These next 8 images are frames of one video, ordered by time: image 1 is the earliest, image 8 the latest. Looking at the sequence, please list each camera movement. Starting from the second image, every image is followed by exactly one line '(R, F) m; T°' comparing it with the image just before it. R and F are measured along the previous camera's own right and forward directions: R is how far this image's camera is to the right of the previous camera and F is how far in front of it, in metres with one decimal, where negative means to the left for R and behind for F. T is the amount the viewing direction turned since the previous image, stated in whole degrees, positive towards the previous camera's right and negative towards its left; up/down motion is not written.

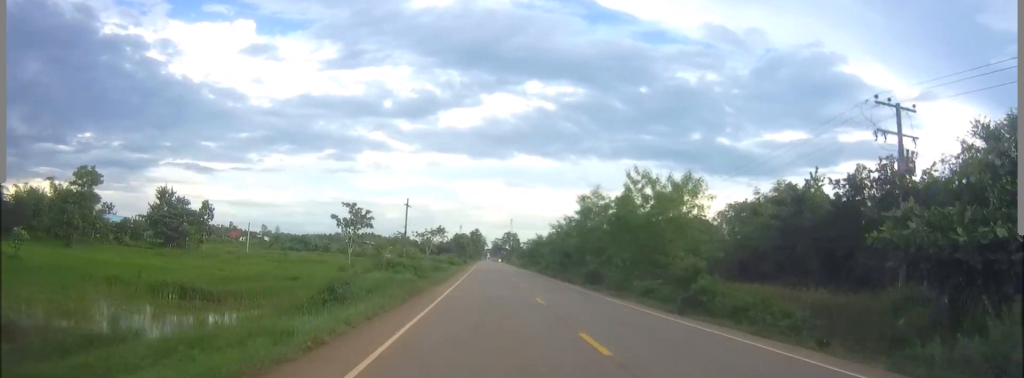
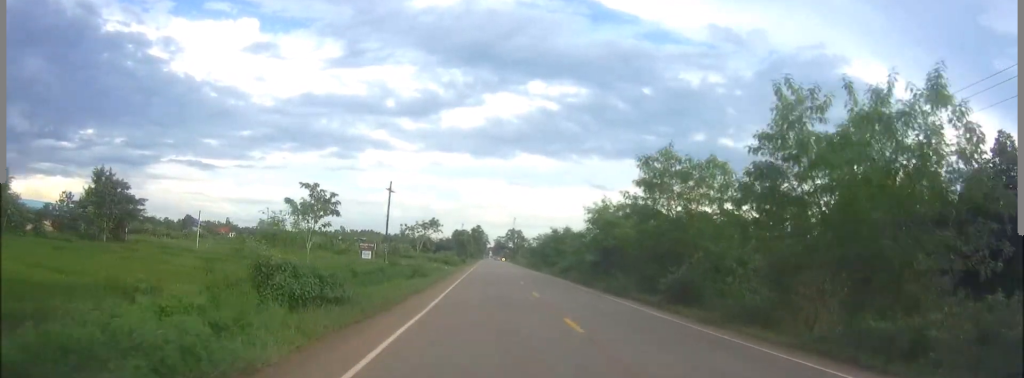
(0.0, +21.4) m; 0°
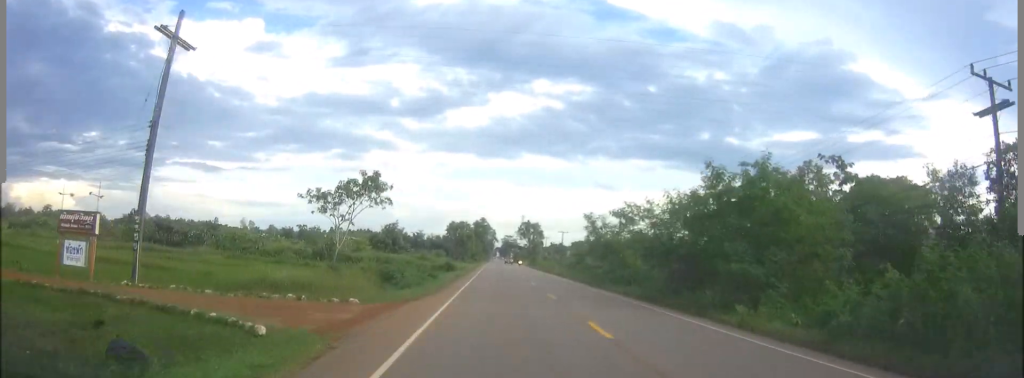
(-0.6, +62.6) m; -1°
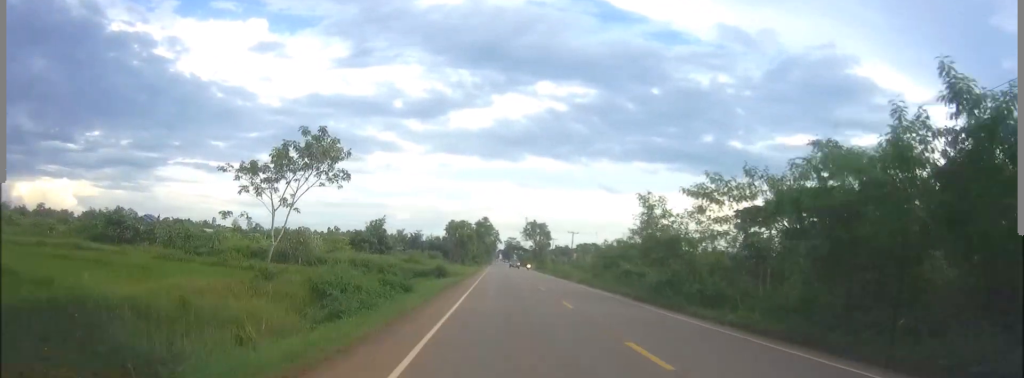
(0.0, +15.3) m; 0°
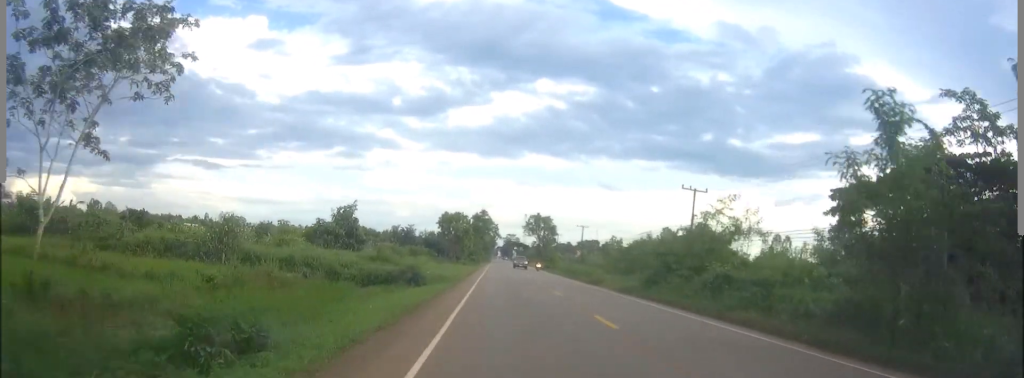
(0.0, +19.6) m; 0°
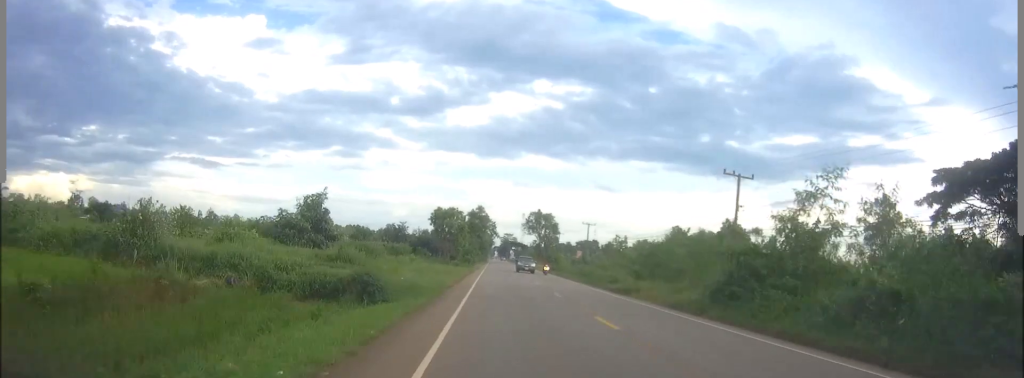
(0.0, +12.2) m; 0°
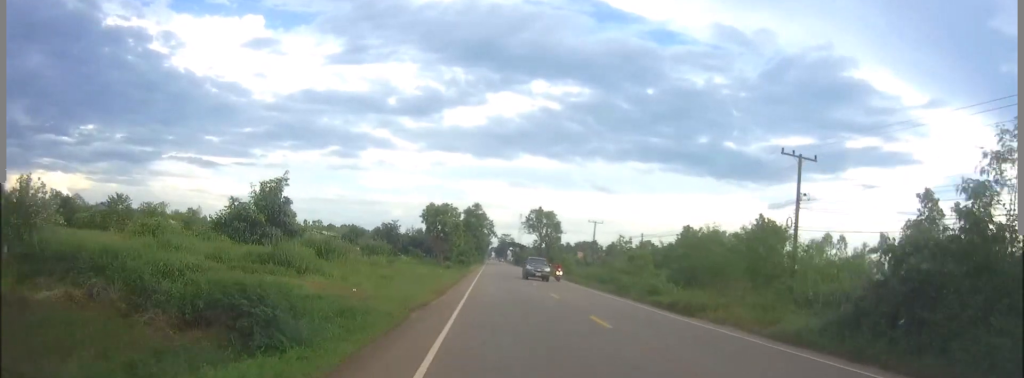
(0.0, +11.4) m; 0°
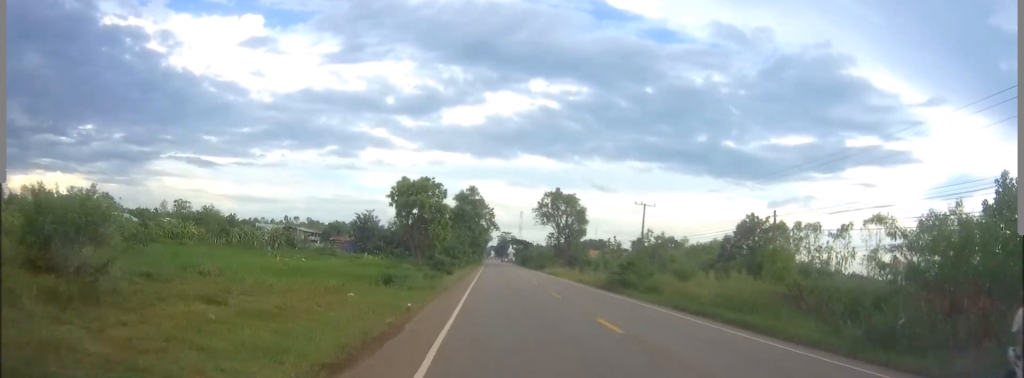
(+0.1, +38.5) m; 0°
